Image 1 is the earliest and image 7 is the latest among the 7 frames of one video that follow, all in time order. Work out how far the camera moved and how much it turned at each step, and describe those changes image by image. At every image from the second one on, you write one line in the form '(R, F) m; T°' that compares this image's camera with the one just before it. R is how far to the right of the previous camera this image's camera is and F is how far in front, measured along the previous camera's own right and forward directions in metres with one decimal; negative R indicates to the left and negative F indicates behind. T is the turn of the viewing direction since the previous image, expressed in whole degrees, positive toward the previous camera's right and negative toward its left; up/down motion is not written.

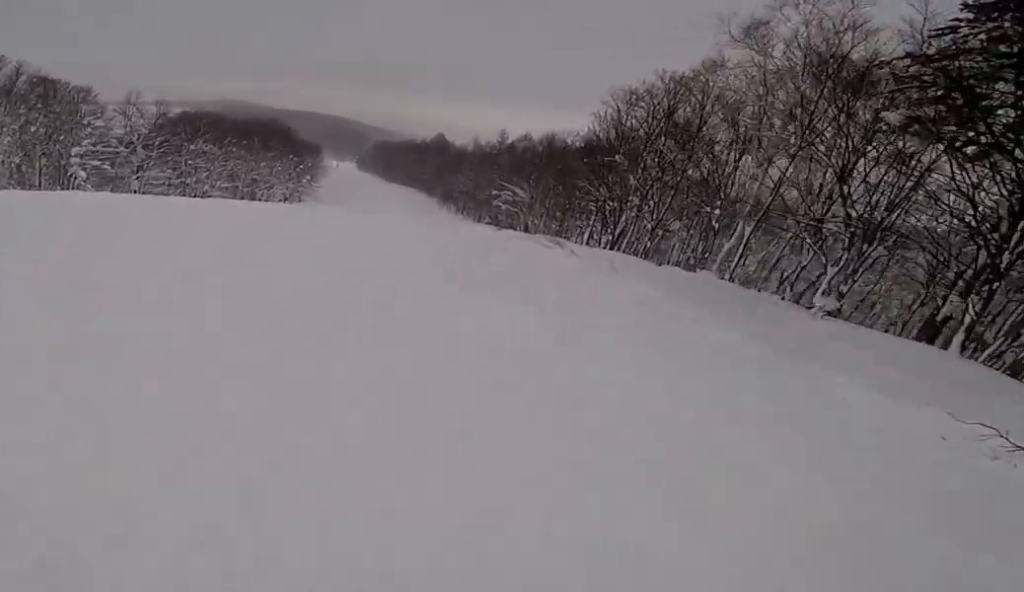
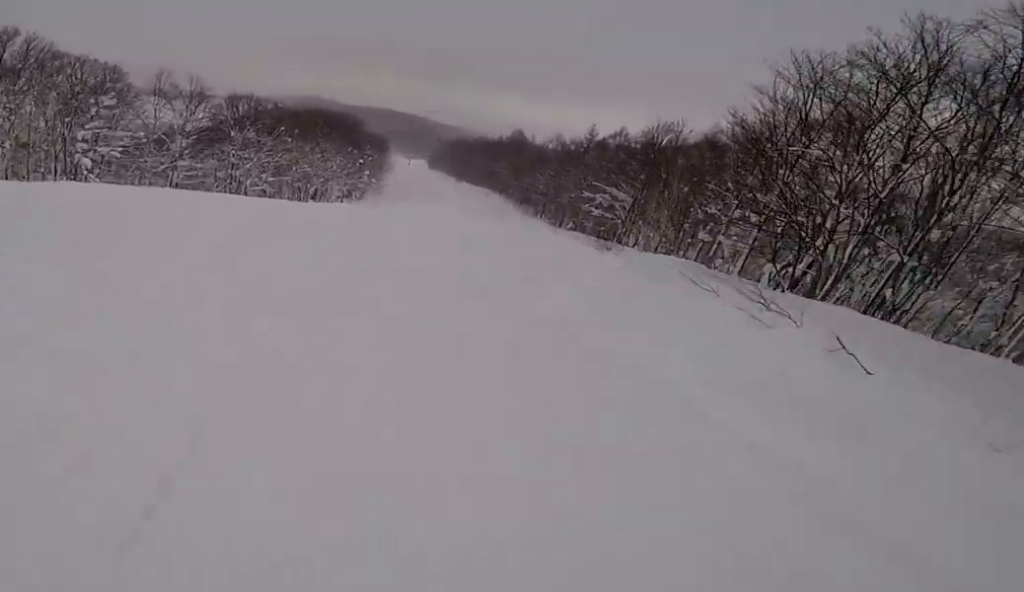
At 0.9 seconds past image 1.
(-0.7, +10.4) m; -6°
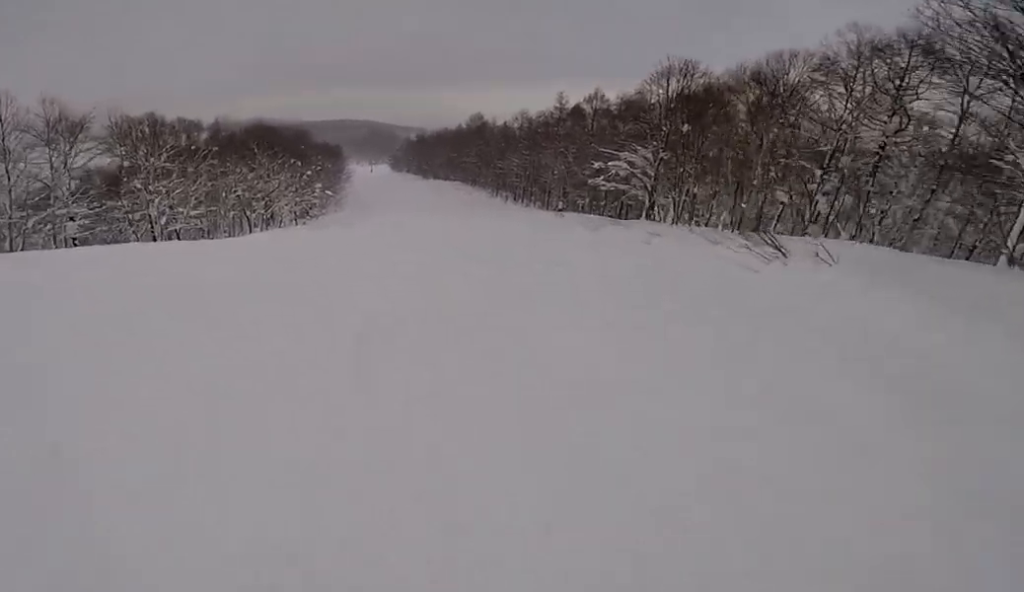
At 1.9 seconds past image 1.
(-0.7, +12.2) m; 0°
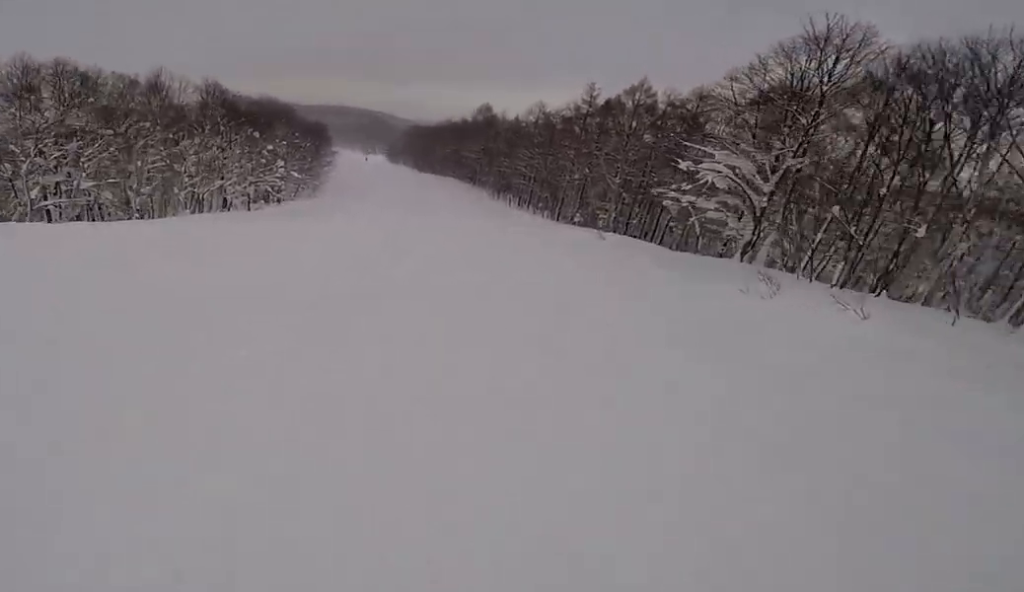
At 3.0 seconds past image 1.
(+0.7, +13.5) m; +4°
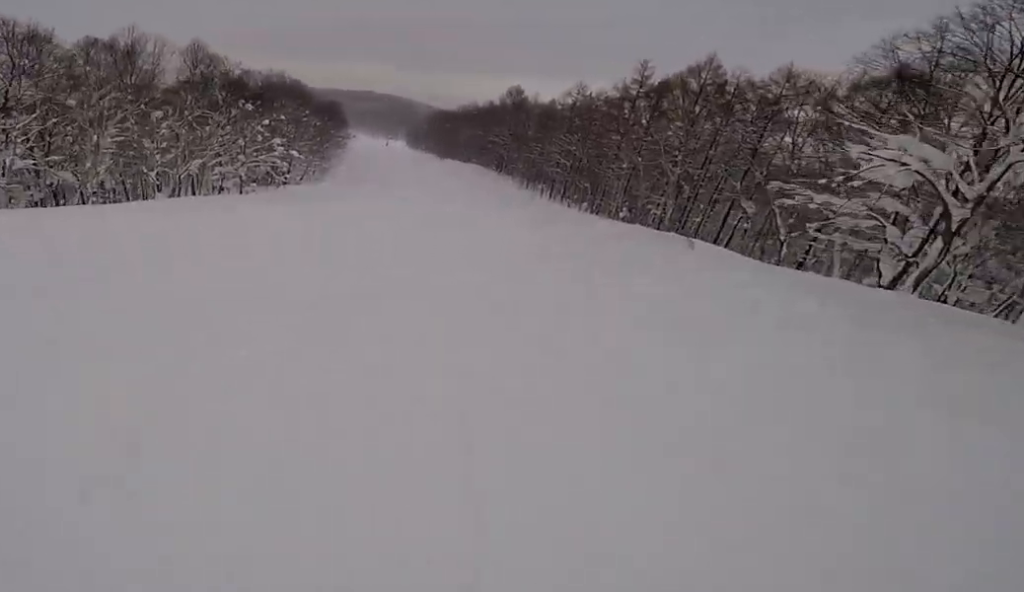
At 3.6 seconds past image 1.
(+0.1, +7.7) m; 0°
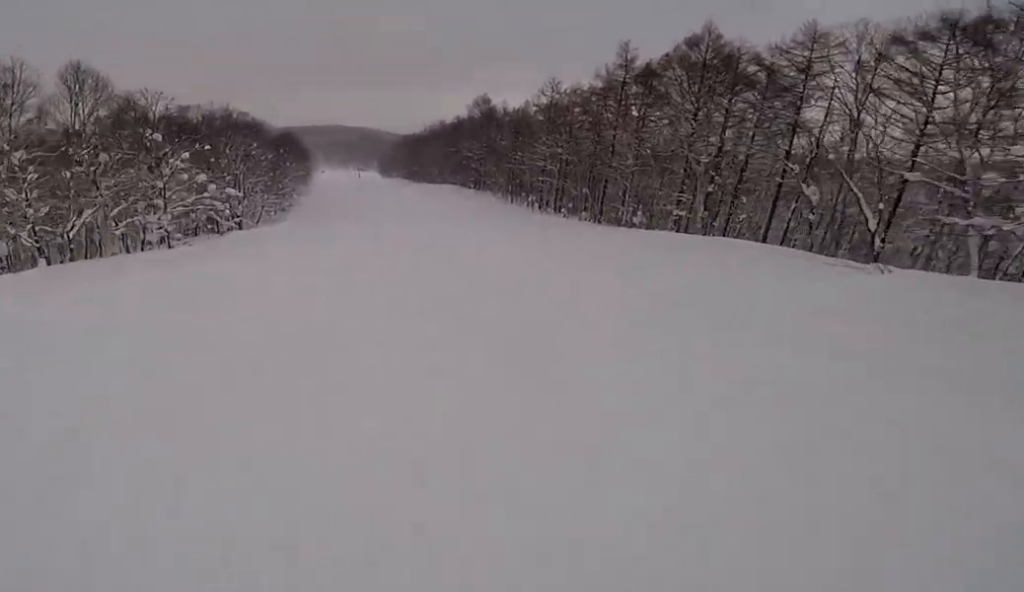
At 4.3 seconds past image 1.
(+0.1, +9.7) m; -3°
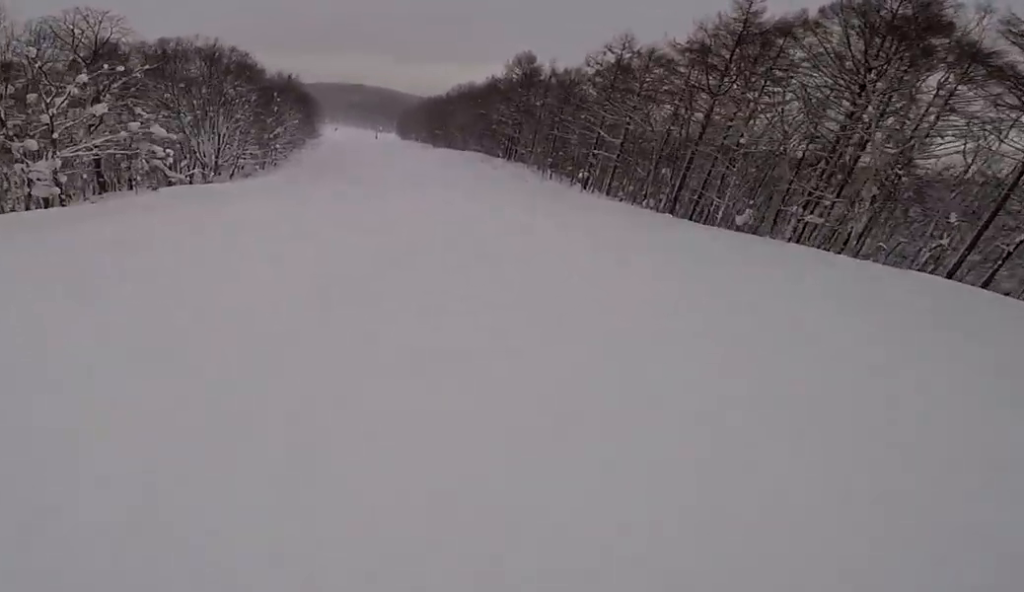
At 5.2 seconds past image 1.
(-0.7, +12.2) m; -3°
